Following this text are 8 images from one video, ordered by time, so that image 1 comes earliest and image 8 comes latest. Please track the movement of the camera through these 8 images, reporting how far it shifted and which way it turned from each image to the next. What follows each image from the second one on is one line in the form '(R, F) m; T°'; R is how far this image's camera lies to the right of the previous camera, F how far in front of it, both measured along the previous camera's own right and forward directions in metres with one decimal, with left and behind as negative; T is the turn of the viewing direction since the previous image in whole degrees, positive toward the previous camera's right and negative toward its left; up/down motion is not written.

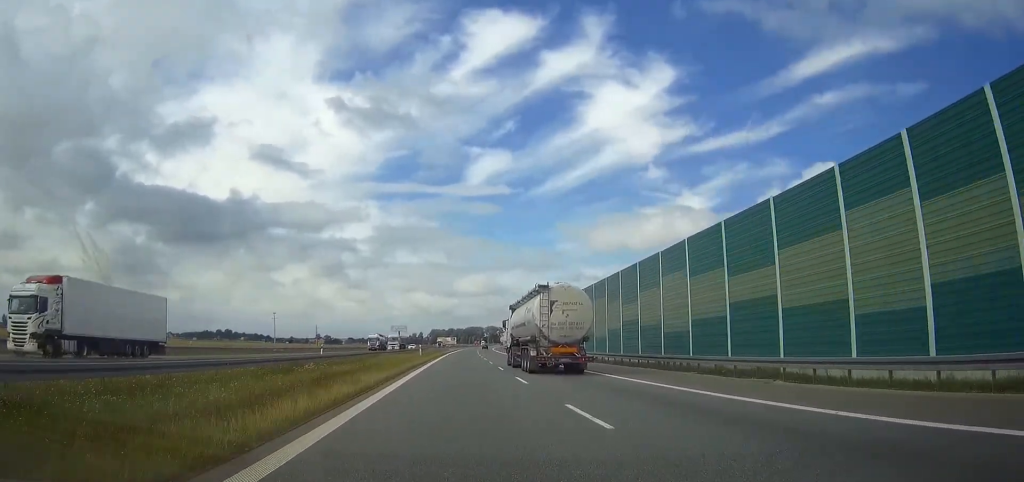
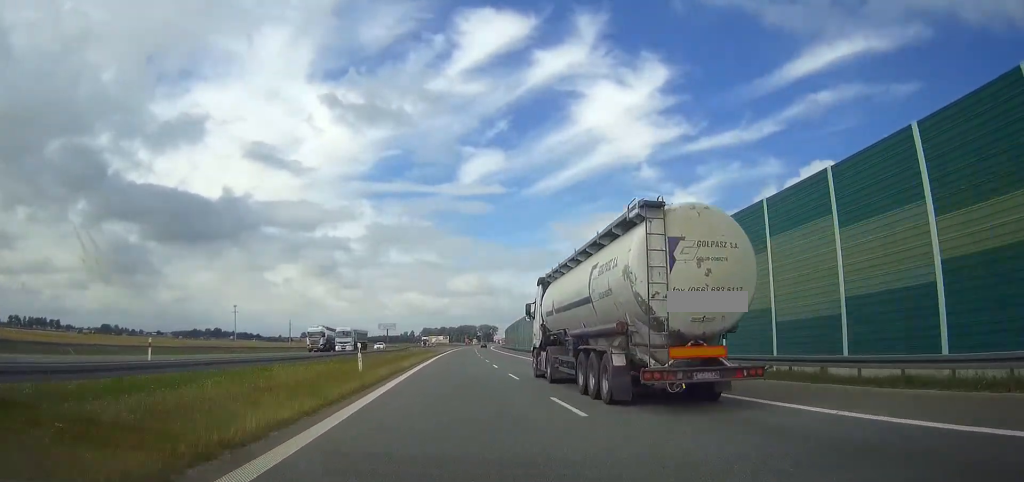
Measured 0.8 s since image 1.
(+0.4, +35.0) m; +1°
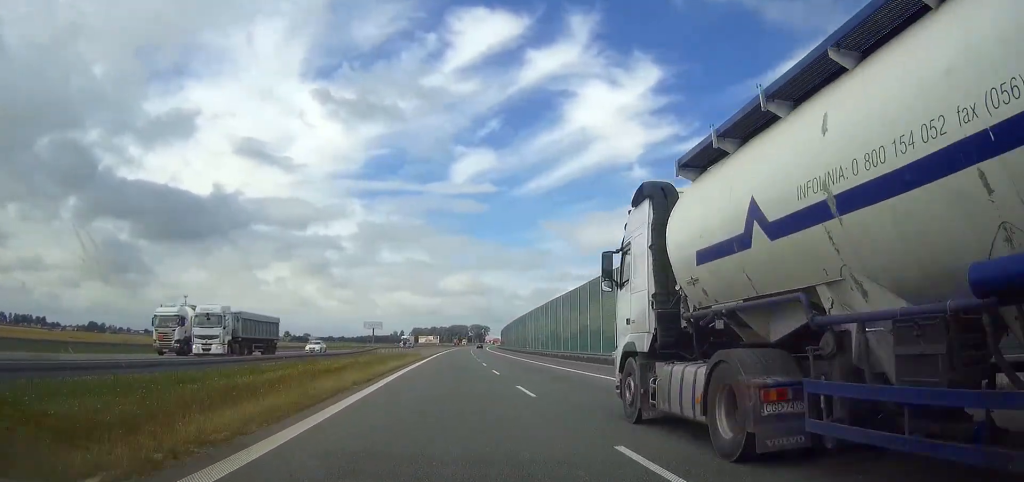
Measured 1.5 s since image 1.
(+0.2, +31.8) m; +1°
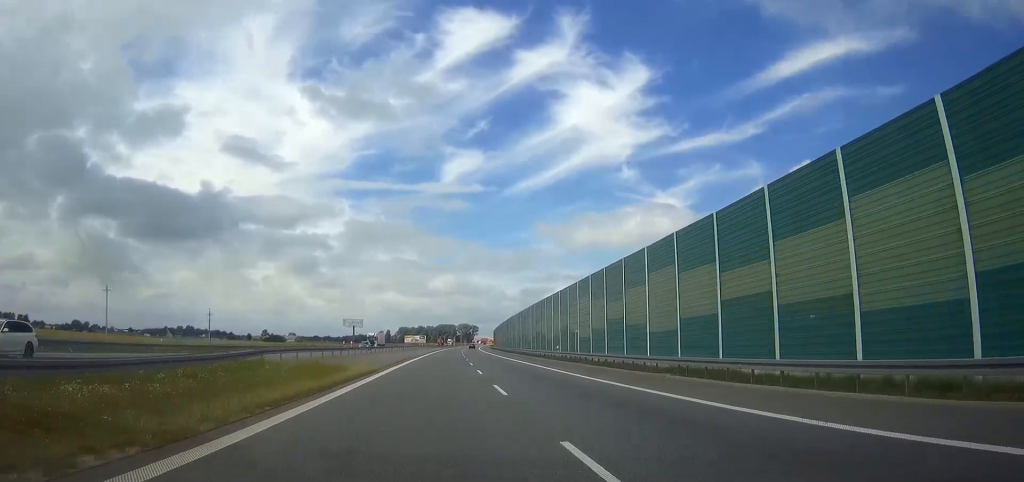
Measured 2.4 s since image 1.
(+0.2, +35.8) m; +1°
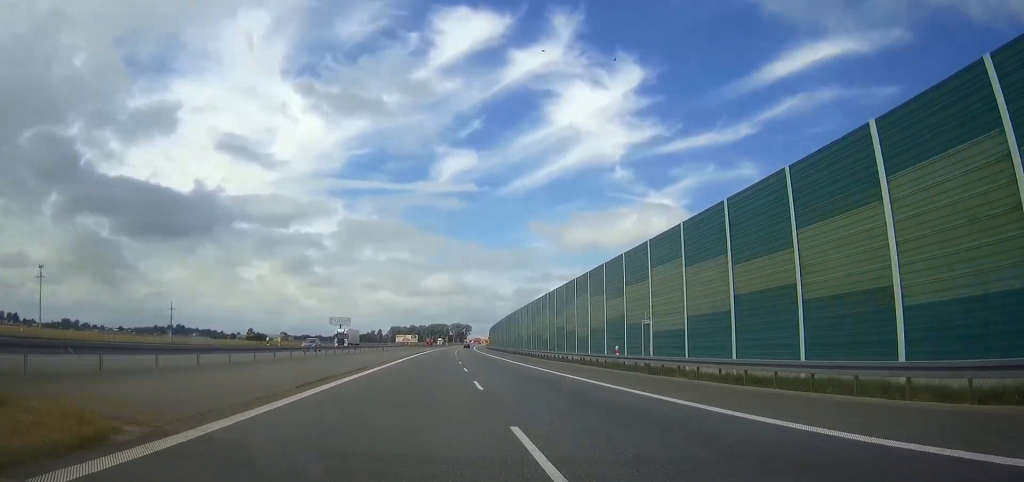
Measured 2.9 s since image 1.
(+0.1, +22.9) m; +1°
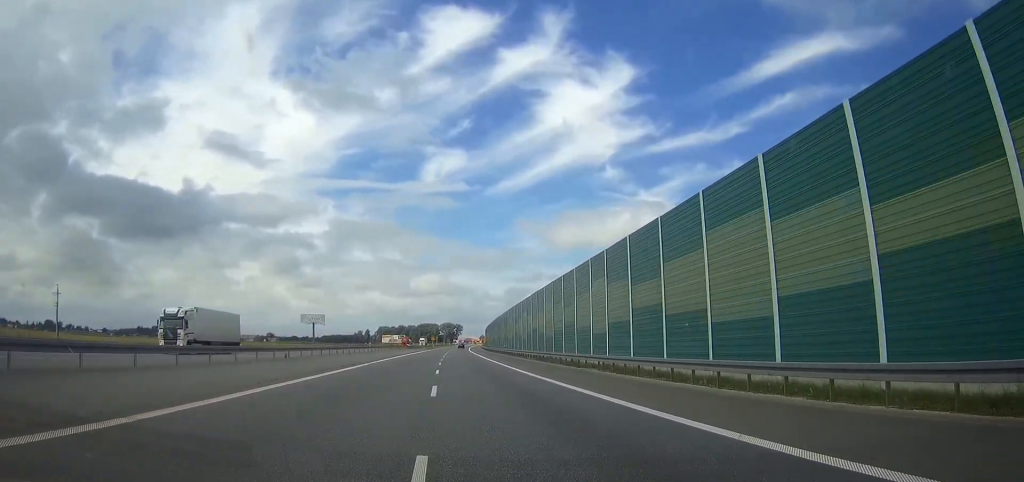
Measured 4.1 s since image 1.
(+0.7, +51.1) m; +1°
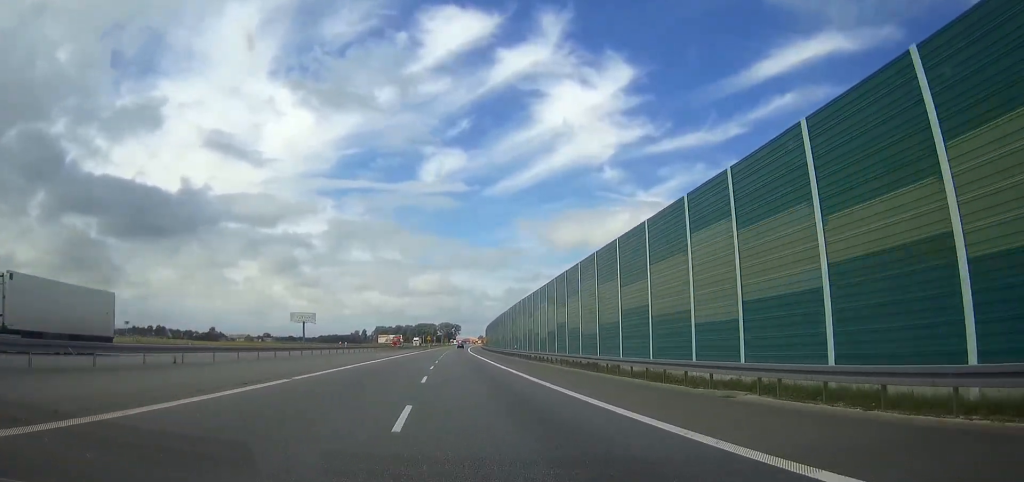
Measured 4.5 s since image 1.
(+0.1, +18.4) m; 0°
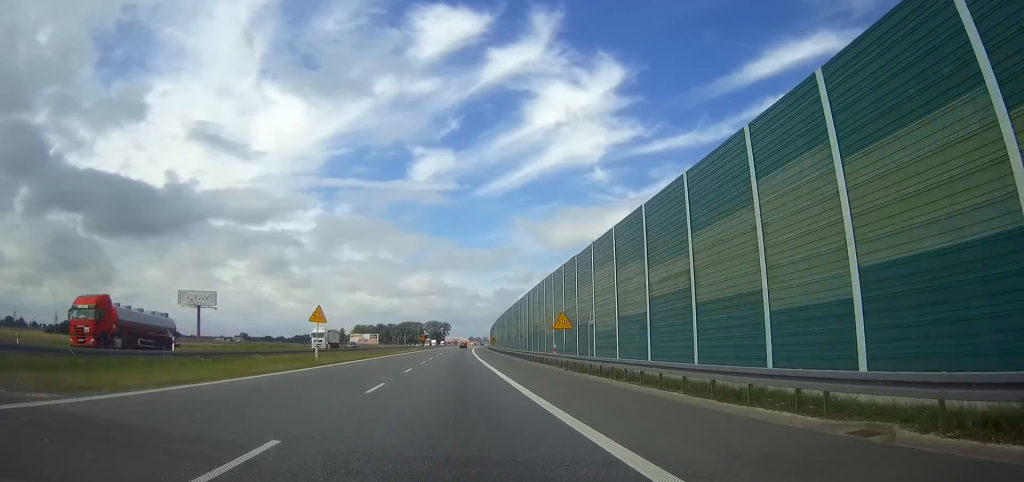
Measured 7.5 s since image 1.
(+1.6, +127.0) m; +2°
